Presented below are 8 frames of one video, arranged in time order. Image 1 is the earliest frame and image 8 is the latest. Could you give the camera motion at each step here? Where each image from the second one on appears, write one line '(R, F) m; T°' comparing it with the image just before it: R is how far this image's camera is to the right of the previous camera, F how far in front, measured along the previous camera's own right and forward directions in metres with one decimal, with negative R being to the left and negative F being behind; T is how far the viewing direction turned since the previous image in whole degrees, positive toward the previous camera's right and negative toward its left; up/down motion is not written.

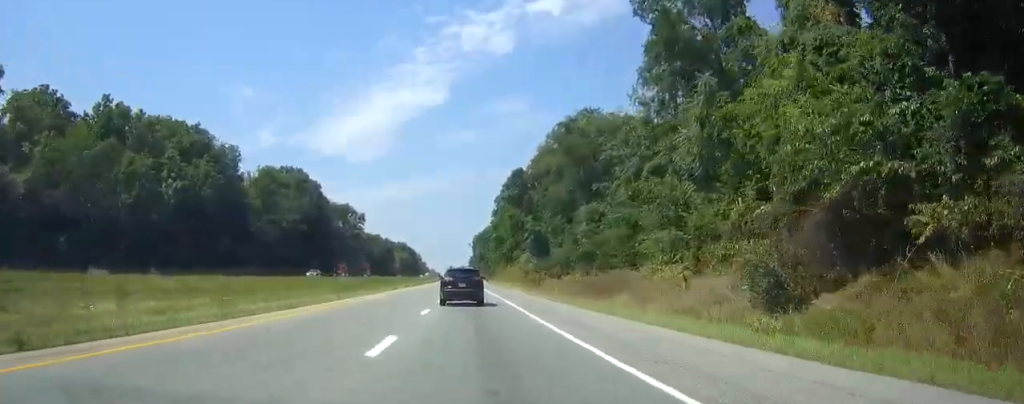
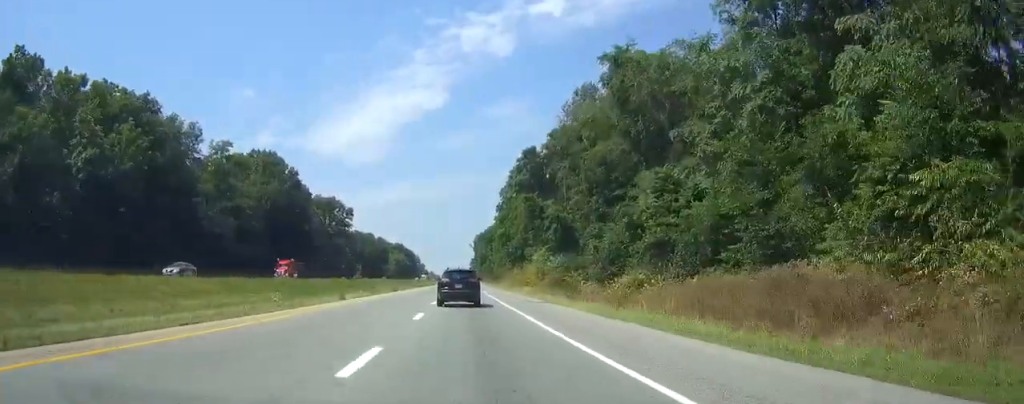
(+0.1, +26.7) m; 0°
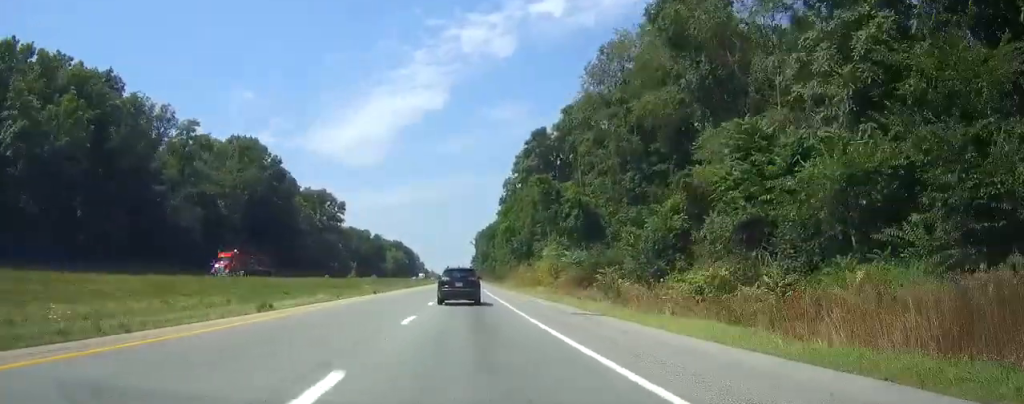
(0.0, +15.0) m; 0°
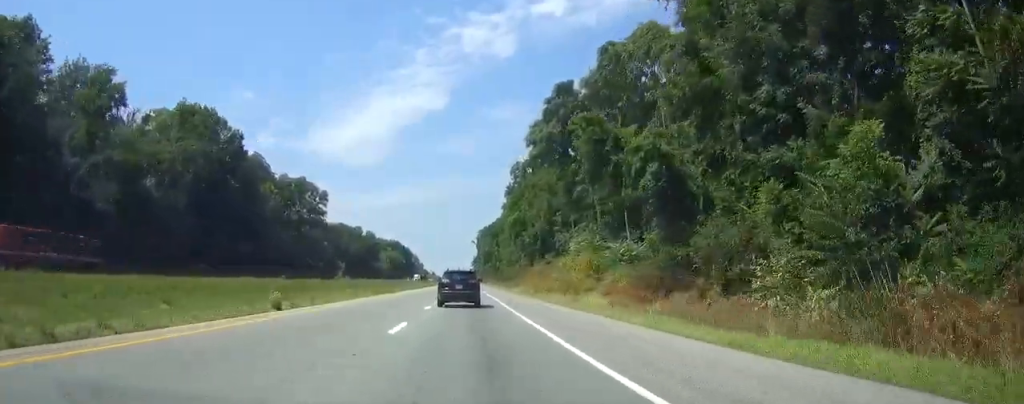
(+0.1, +26.7) m; 0°
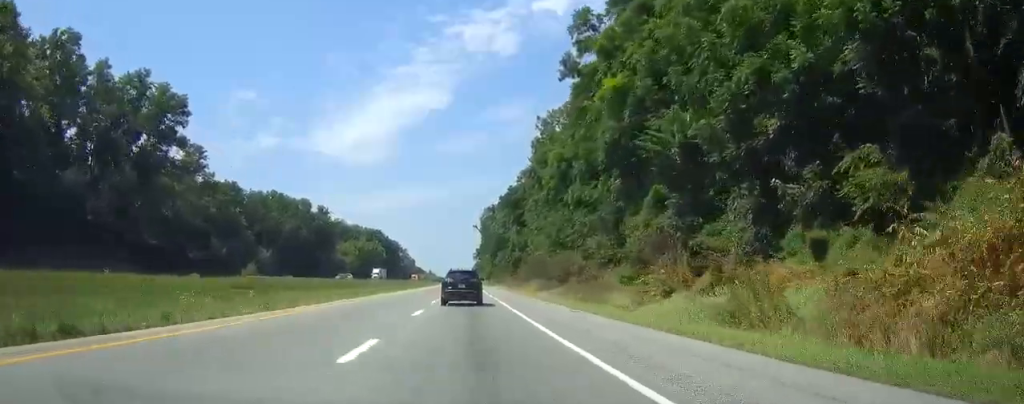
(-0.1, +91.2) m; 0°
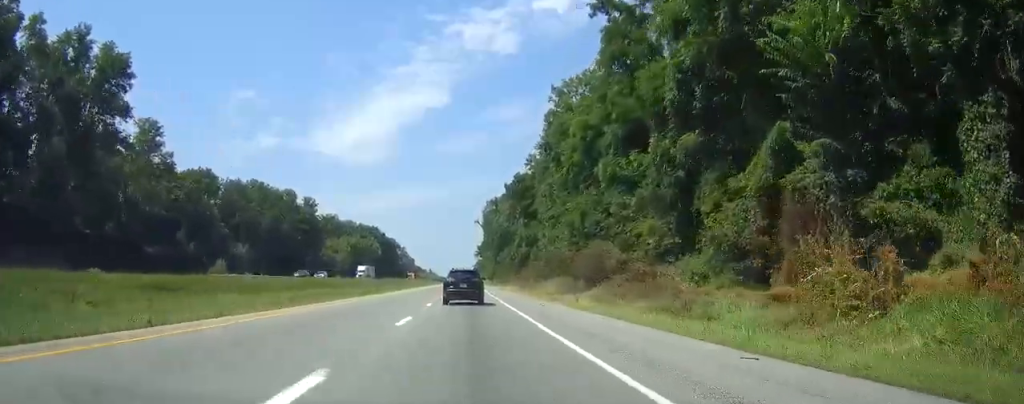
(0.0, +17.1) m; 0°
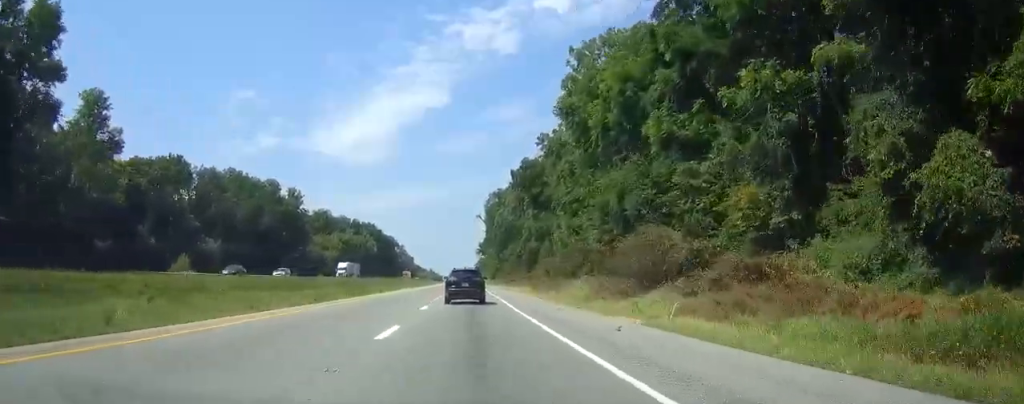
(0.0, +16.0) m; 0°
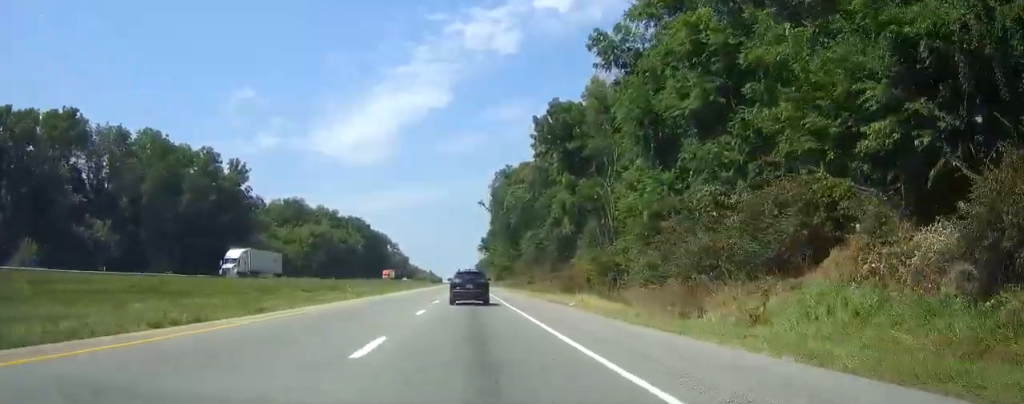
(-0.1, +39.5) m; 0°
